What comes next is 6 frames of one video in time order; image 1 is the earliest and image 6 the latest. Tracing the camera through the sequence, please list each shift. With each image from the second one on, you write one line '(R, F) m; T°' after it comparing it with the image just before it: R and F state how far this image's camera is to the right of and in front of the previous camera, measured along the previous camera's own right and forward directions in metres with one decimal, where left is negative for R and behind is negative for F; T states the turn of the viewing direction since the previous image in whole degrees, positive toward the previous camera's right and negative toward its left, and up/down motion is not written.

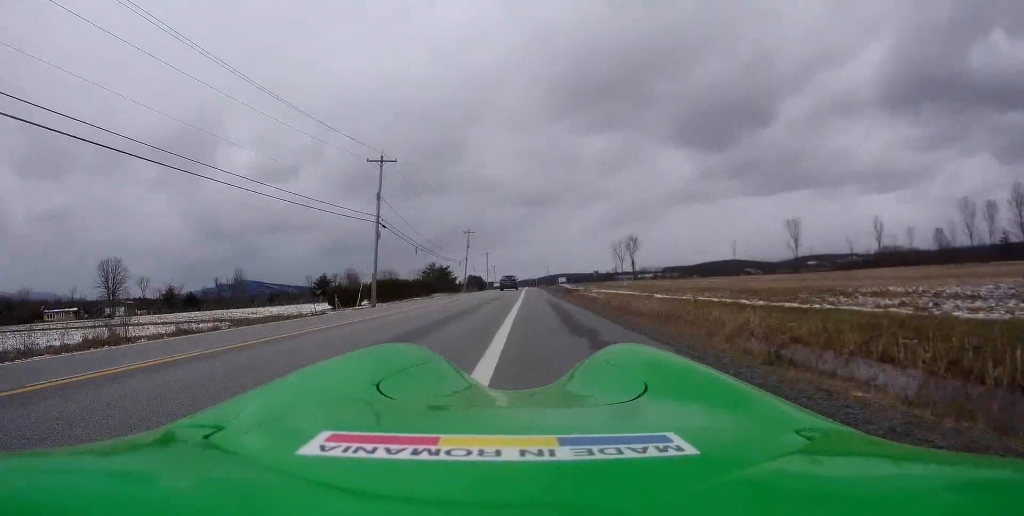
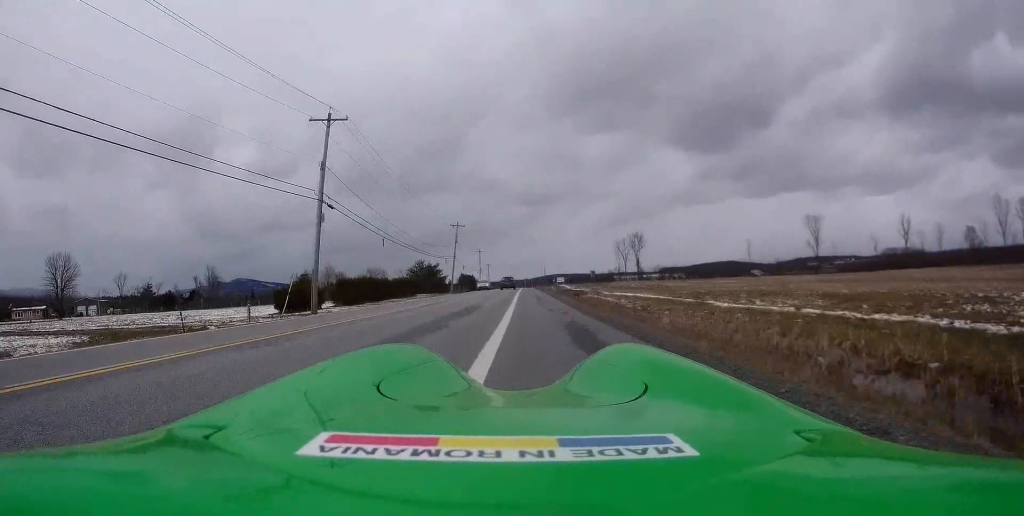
(-0.3, +12.1) m; -2°
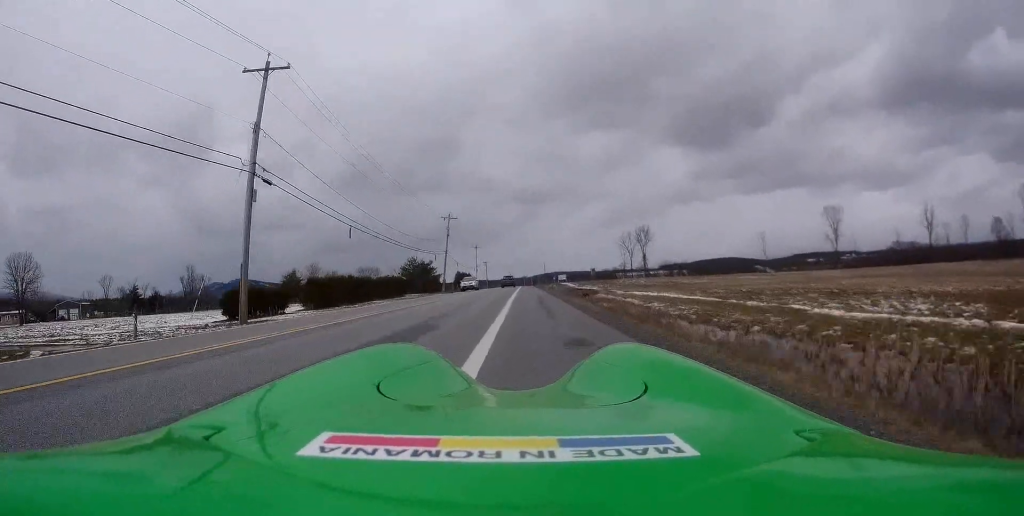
(-0.1, +8.5) m; 0°
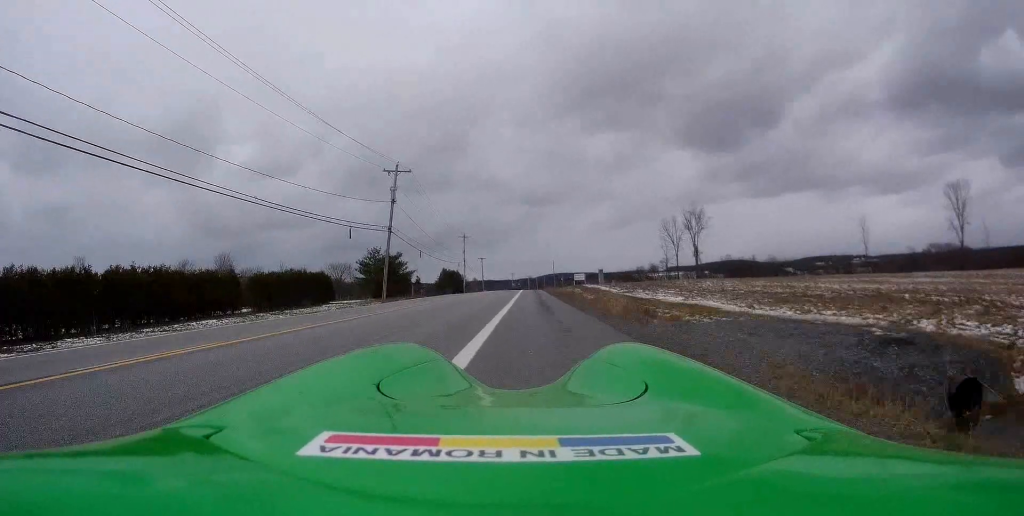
(+0.4, +37.9) m; +1°
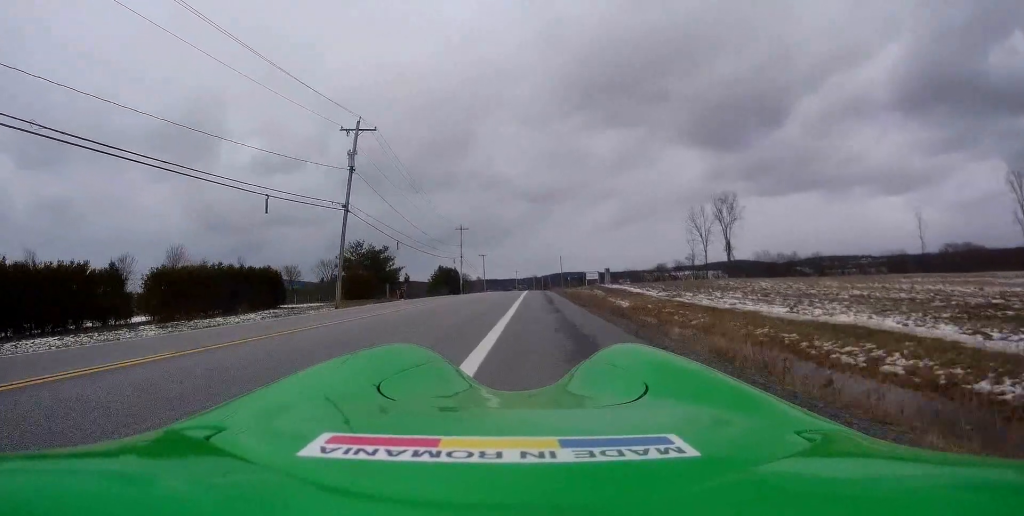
(+0.3, +13.8) m; 0°
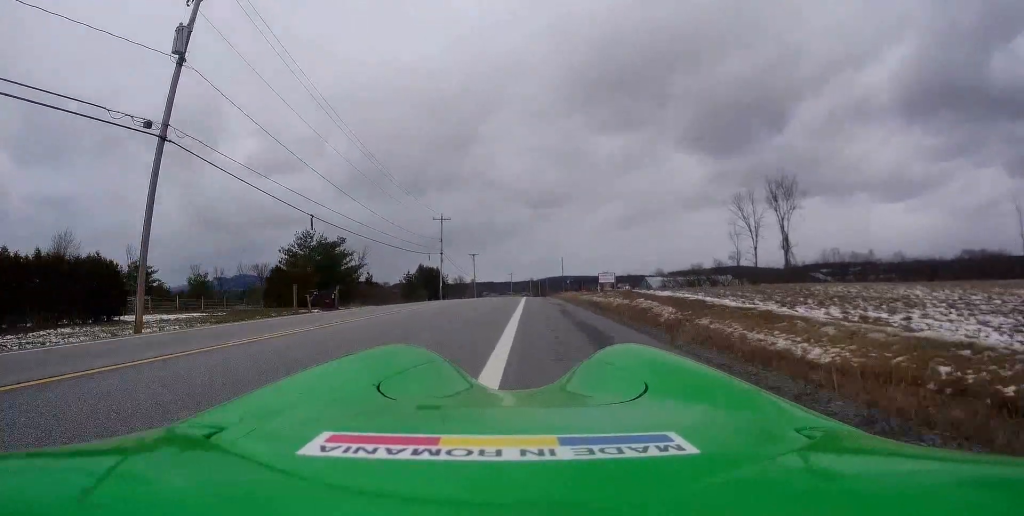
(-0.3, +19.6) m; -1°
